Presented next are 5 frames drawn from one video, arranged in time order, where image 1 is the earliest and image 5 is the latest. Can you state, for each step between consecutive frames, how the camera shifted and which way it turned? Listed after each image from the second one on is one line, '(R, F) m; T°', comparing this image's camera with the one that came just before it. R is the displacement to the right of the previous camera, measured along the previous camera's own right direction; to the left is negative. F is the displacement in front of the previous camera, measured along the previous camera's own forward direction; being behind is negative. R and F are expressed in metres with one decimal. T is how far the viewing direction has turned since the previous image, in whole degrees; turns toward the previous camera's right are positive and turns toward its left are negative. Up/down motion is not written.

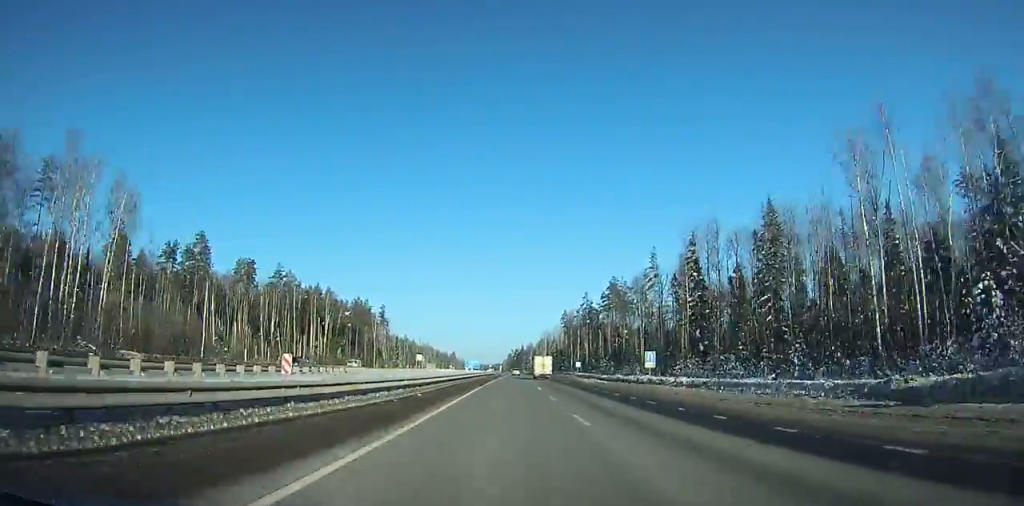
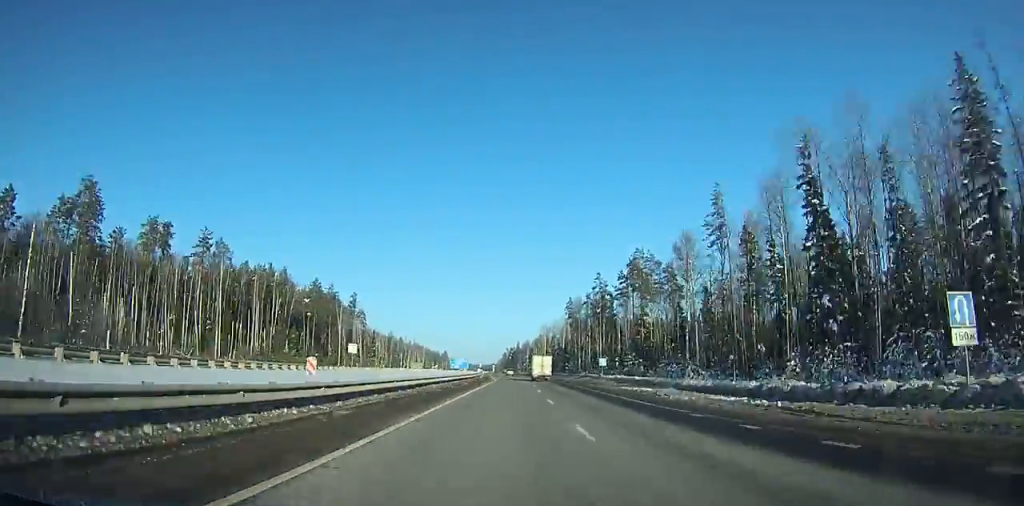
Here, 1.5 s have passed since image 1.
(-1.0, +39.0) m; +5°
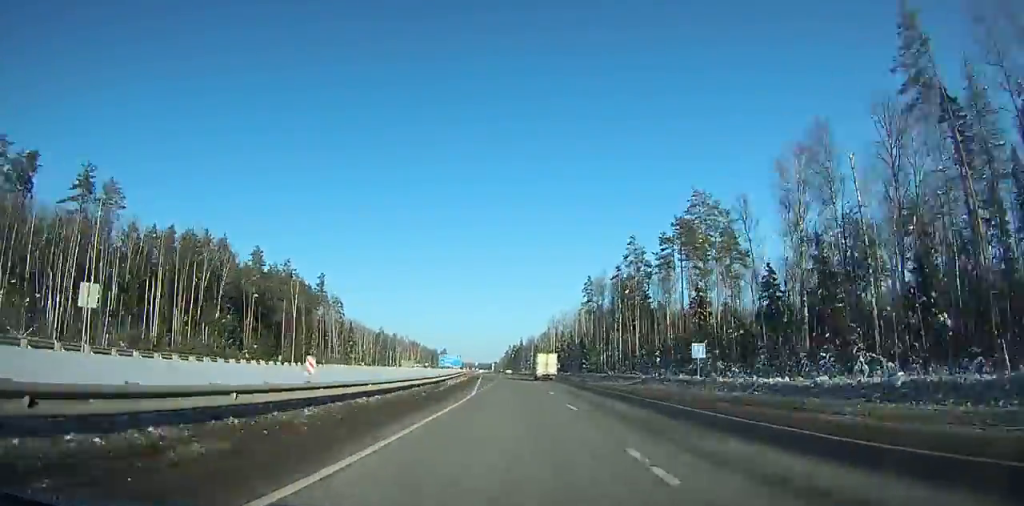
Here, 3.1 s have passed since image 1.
(+4.3, +42.8) m; 0°
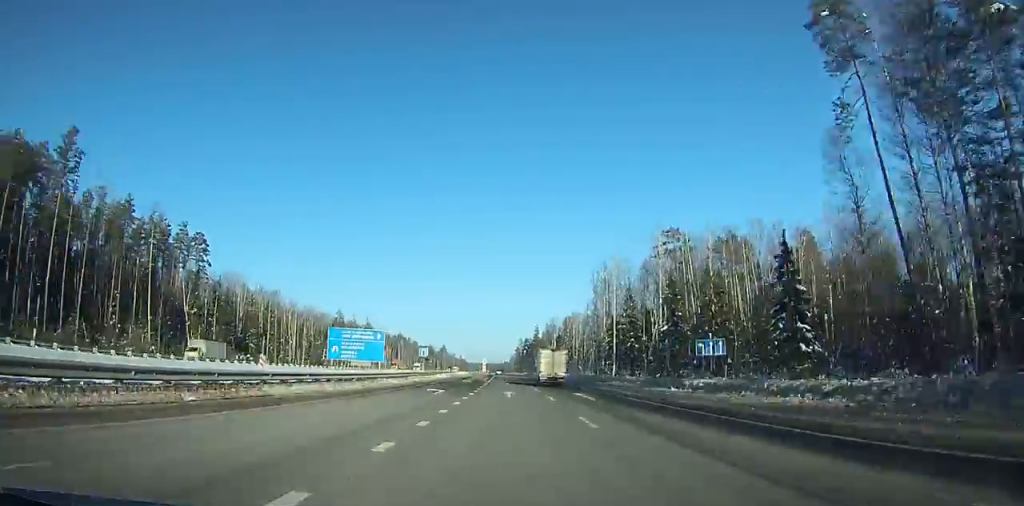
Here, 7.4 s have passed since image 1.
(-3.5, +115.8) m; -1°
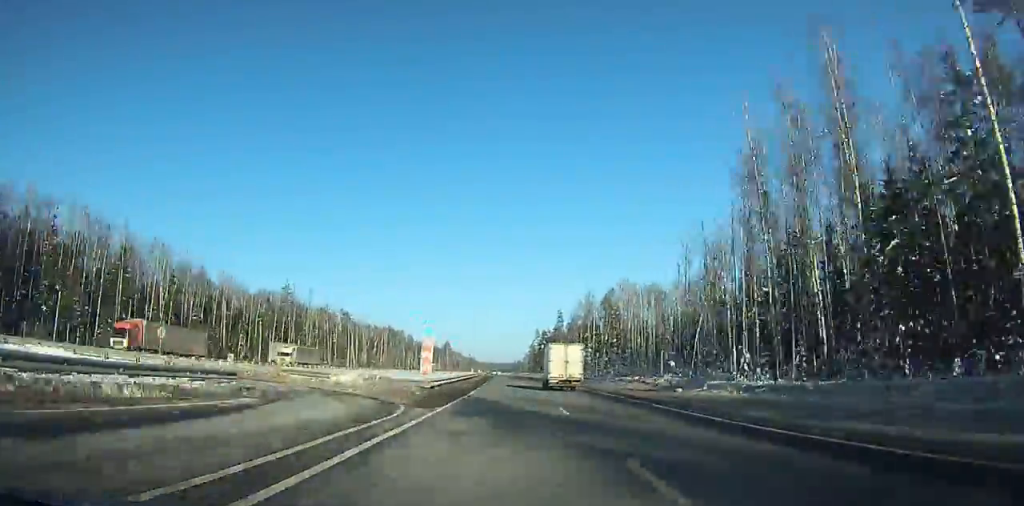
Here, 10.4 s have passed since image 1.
(+5.2, +83.2) m; 0°
